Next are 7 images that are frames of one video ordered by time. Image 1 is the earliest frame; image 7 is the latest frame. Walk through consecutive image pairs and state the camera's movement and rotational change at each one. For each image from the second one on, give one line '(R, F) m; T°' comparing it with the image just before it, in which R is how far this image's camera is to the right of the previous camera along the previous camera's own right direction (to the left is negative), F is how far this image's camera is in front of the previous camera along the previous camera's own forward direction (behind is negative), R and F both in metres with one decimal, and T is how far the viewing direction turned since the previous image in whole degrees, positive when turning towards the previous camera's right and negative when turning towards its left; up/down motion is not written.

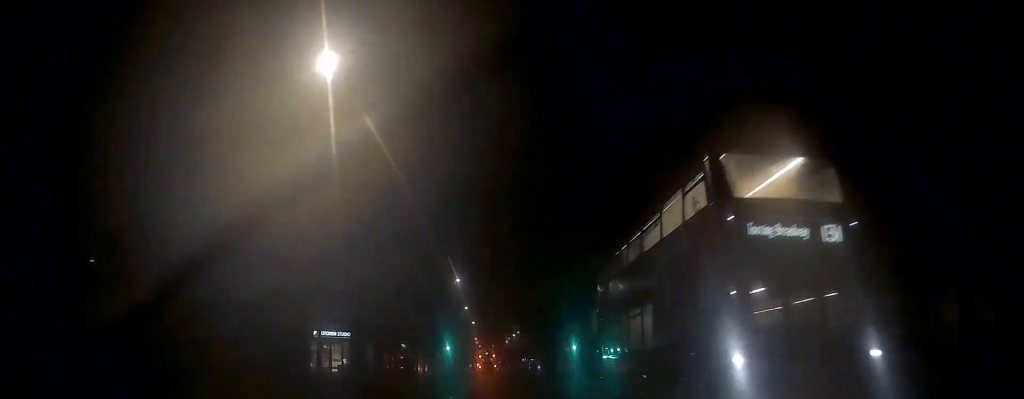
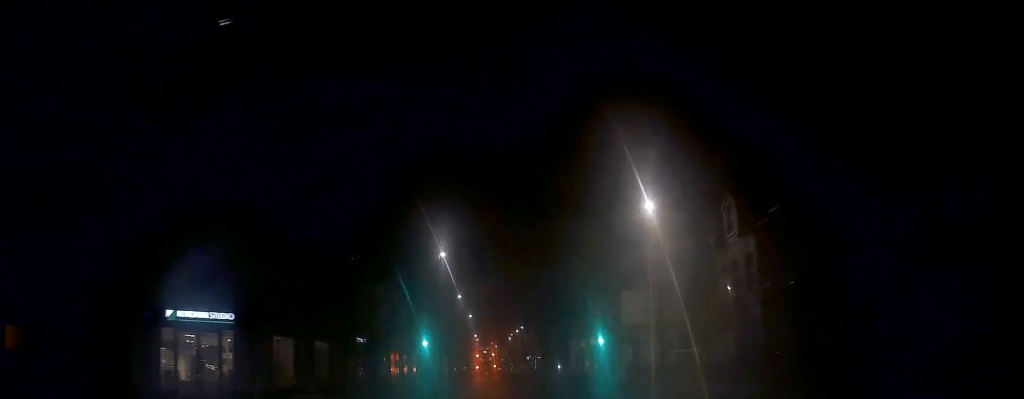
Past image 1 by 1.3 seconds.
(-0.3, +15.5) m; +1°
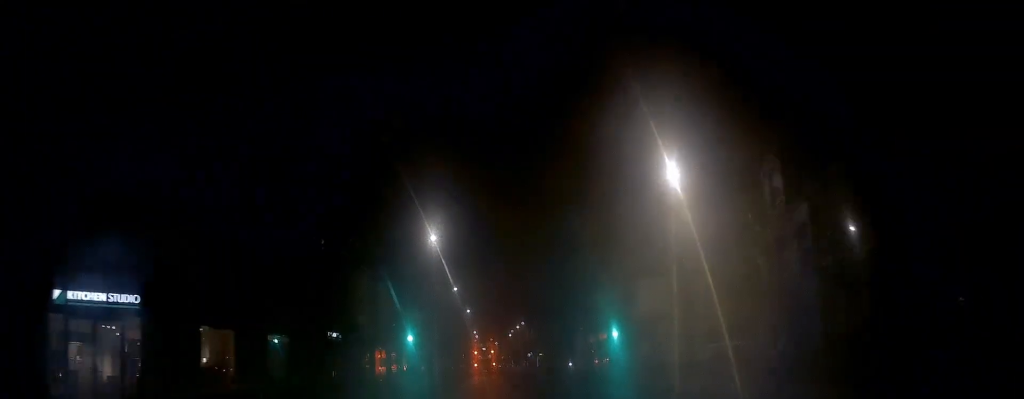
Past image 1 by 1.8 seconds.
(0.0, +5.6) m; 0°
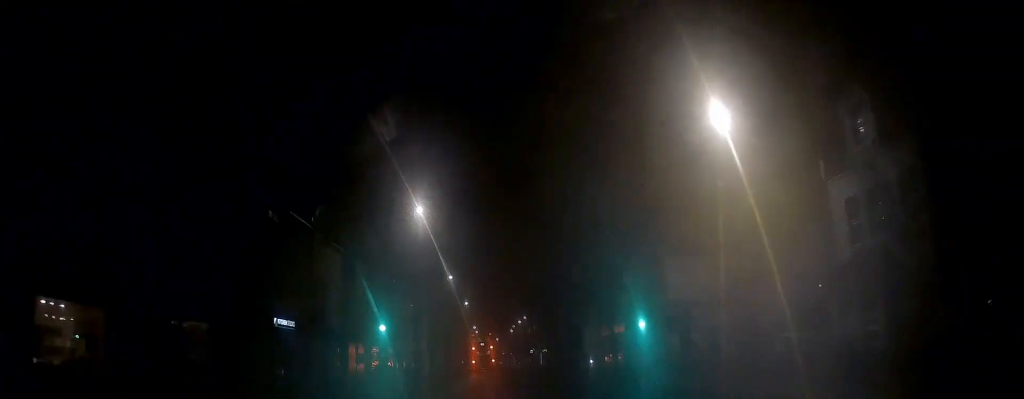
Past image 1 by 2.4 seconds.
(+0.3, +7.2) m; 0°
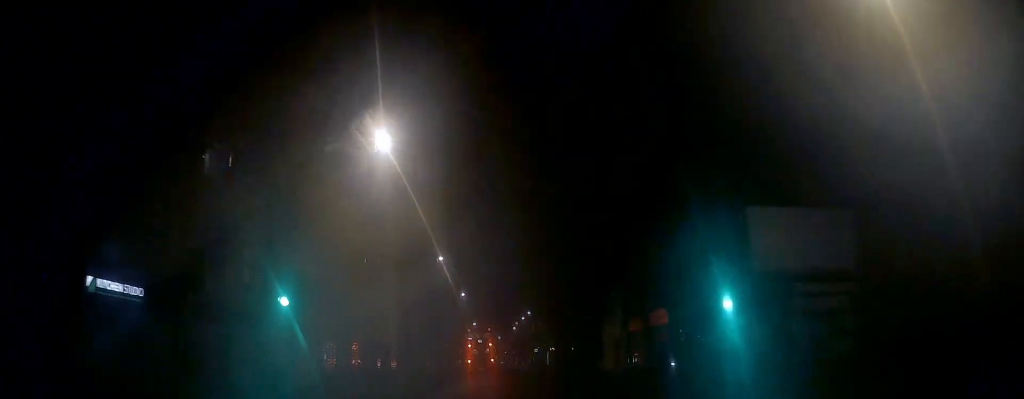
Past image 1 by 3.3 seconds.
(-0.3, +11.4) m; -2°
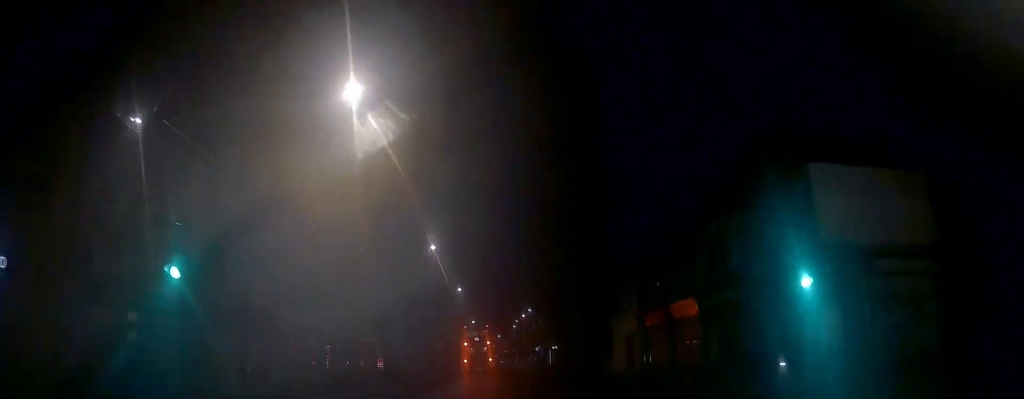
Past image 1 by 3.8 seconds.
(0.0, +5.0) m; 0°
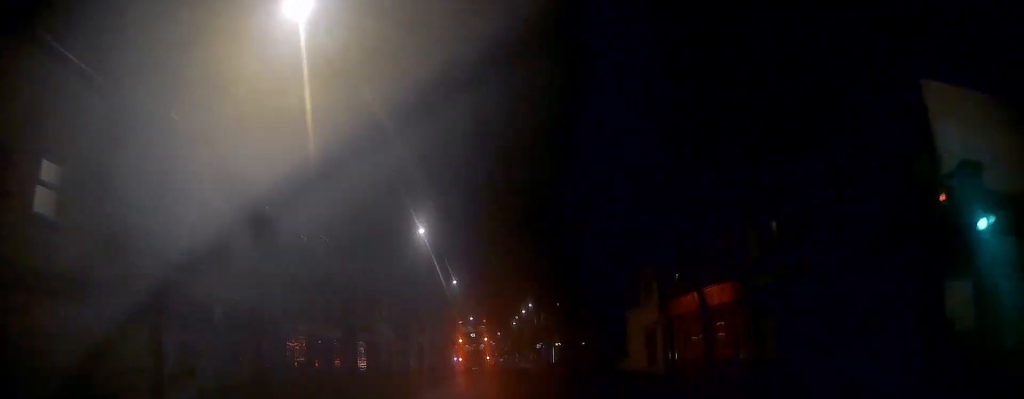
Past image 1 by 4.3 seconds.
(0.0, +5.7) m; 0°
